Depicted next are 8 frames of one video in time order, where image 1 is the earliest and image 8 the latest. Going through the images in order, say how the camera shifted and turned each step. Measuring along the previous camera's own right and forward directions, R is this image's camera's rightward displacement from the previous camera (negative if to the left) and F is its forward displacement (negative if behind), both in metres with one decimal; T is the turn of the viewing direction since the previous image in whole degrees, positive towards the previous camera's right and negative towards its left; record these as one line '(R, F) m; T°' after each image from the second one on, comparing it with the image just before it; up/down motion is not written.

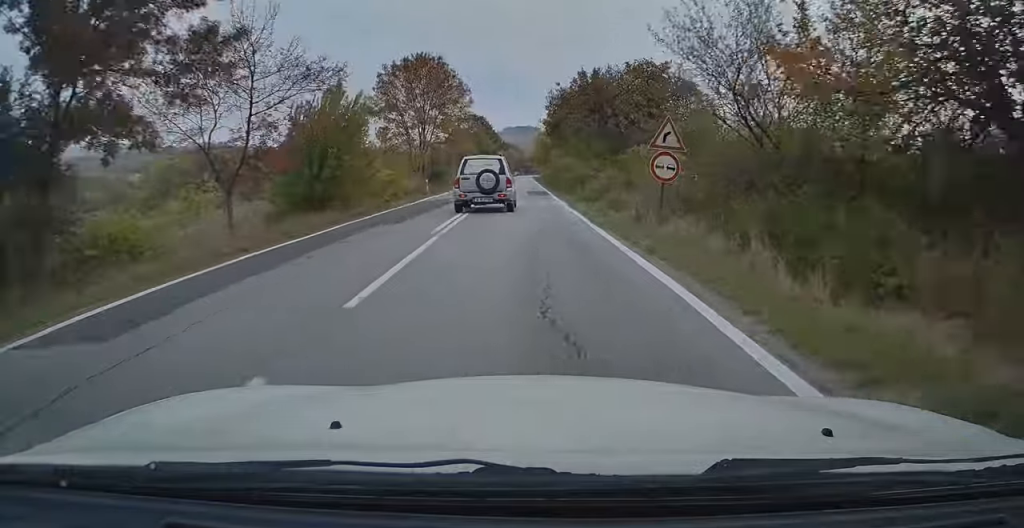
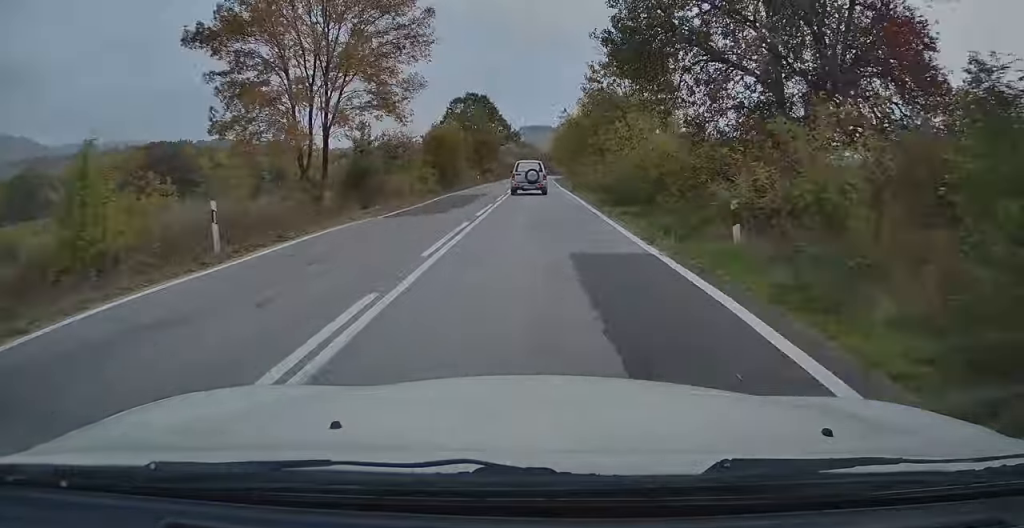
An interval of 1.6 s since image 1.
(0.0, +30.5) m; 0°
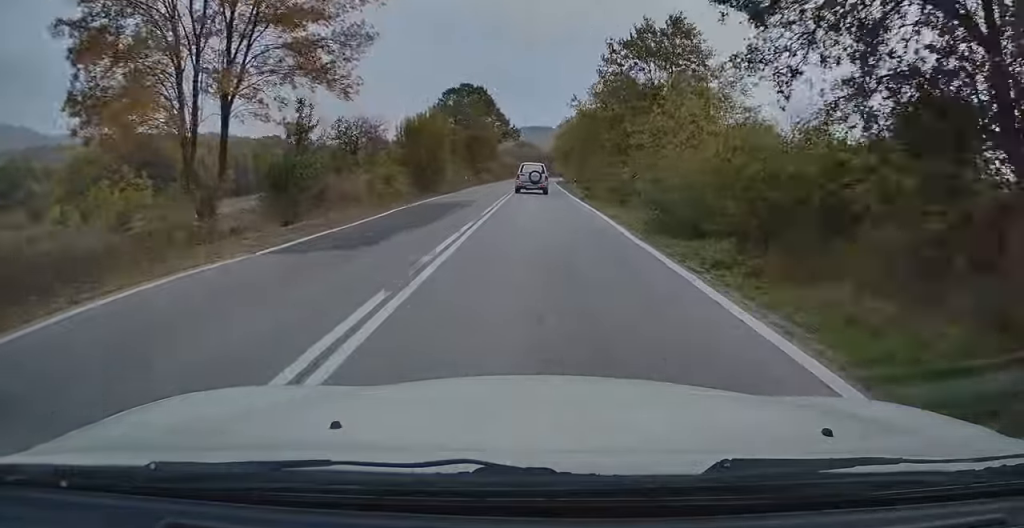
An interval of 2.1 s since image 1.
(0.0, +8.8) m; 0°
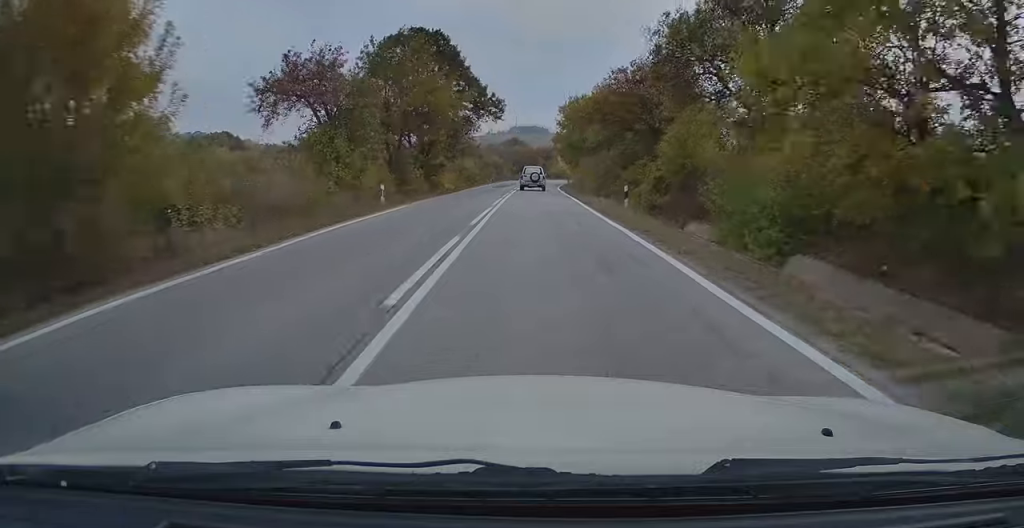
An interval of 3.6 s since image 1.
(0.0, +29.3) m; +1°
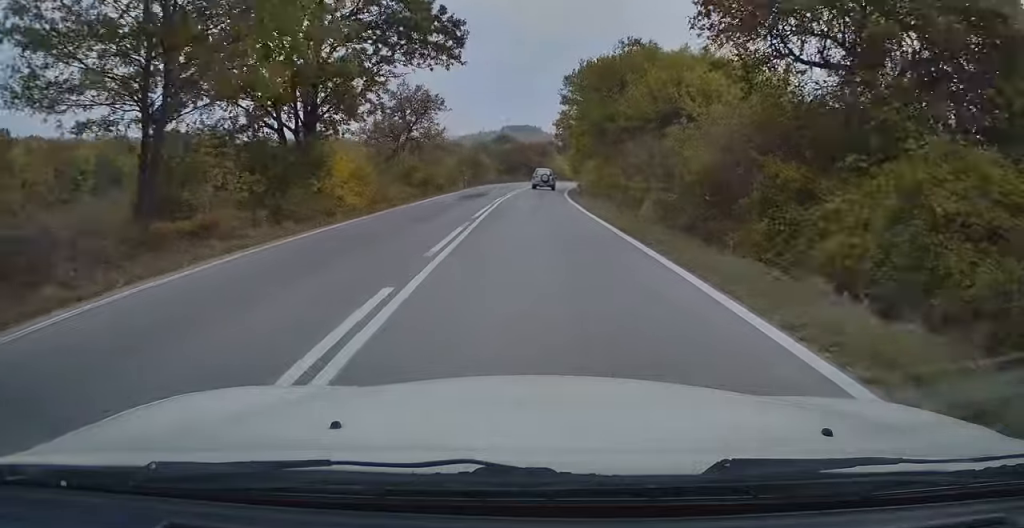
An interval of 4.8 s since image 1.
(+0.1, +23.1) m; +1°
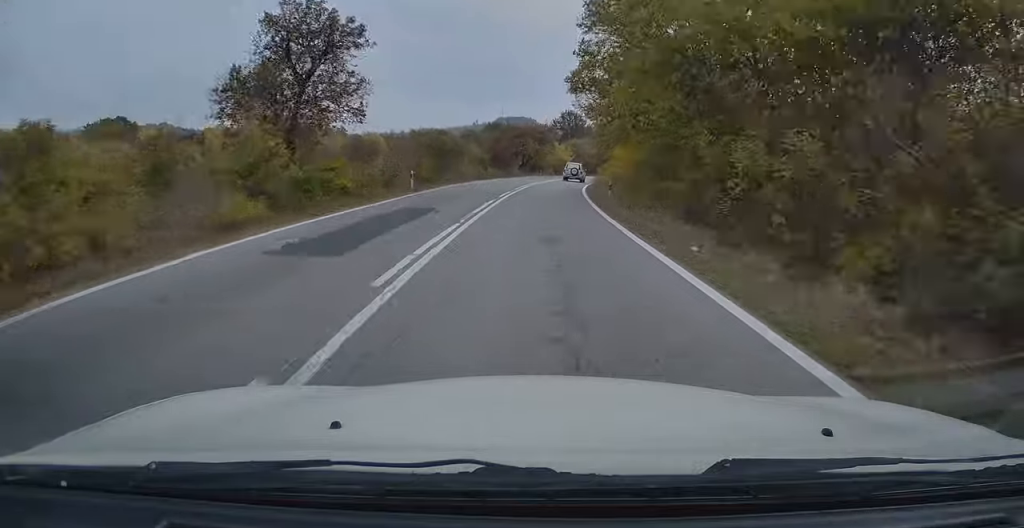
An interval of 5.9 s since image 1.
(+0.1, +20.6) m; +1°
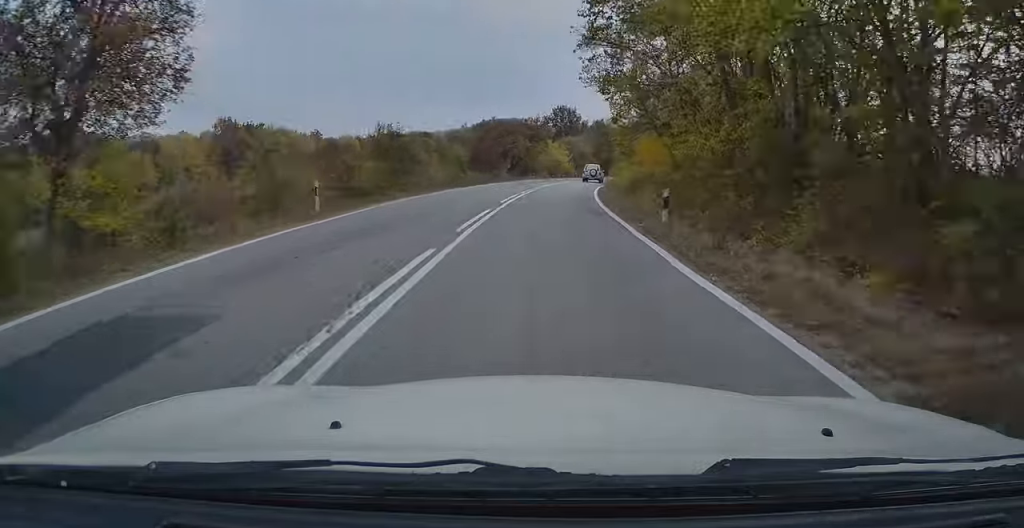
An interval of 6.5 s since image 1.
(+0.2, +12.2) m; +1°
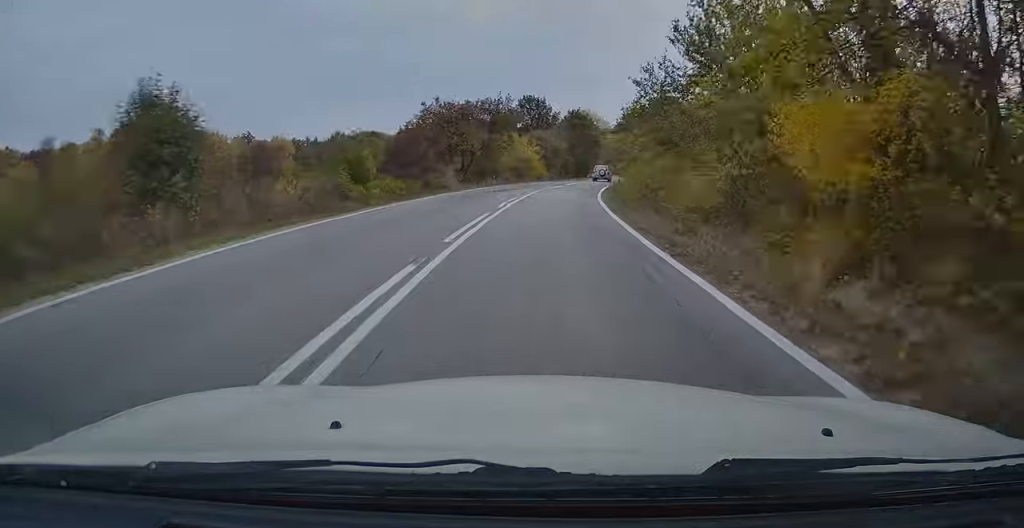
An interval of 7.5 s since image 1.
(+0.2, +19.2) m; +2°
